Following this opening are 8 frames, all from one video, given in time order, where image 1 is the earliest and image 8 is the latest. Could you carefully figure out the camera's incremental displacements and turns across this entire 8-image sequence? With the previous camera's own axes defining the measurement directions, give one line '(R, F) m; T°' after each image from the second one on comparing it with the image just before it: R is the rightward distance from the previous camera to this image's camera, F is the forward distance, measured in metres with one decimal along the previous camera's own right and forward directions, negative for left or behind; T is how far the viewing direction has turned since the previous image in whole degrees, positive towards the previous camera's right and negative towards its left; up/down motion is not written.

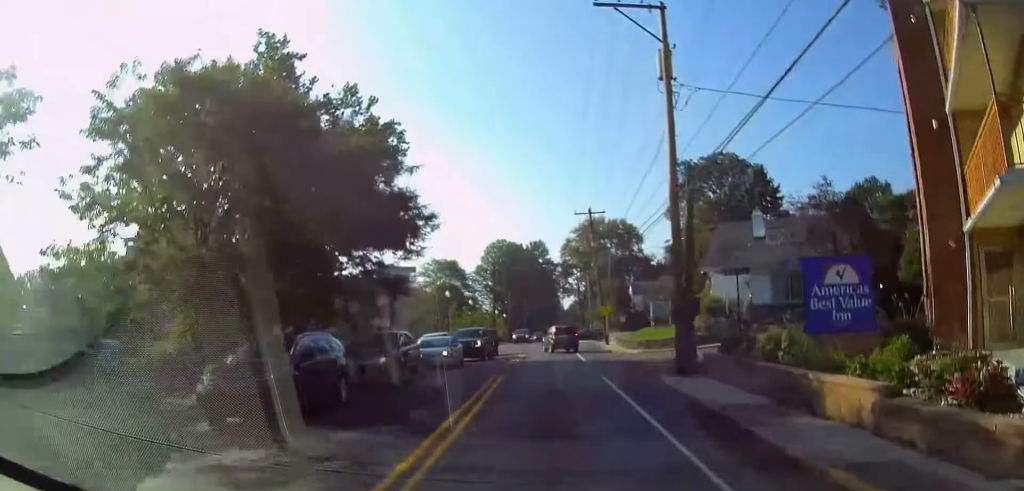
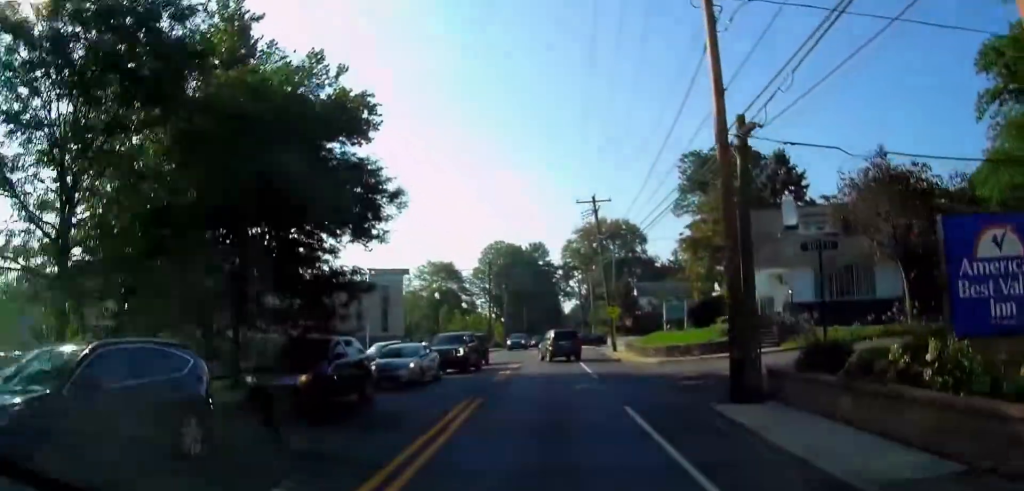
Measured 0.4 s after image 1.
(0.0, +6.9) m; 0°
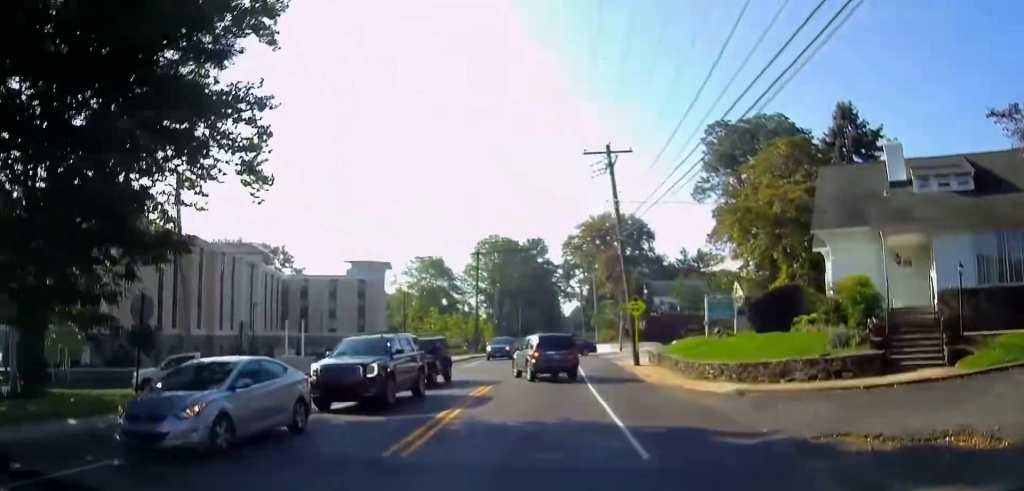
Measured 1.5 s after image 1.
(0.0, +16.4) m; 0°
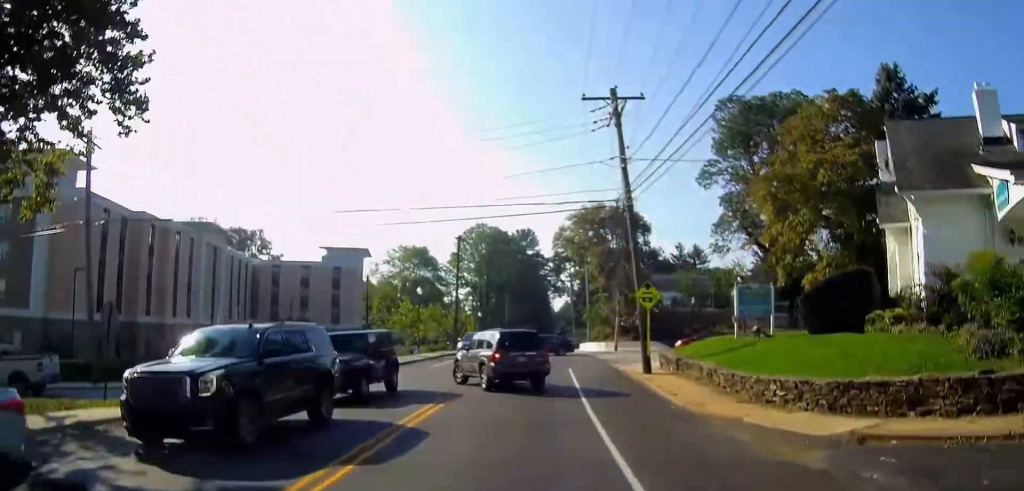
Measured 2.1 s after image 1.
(0.0, +9.2) m; 0°
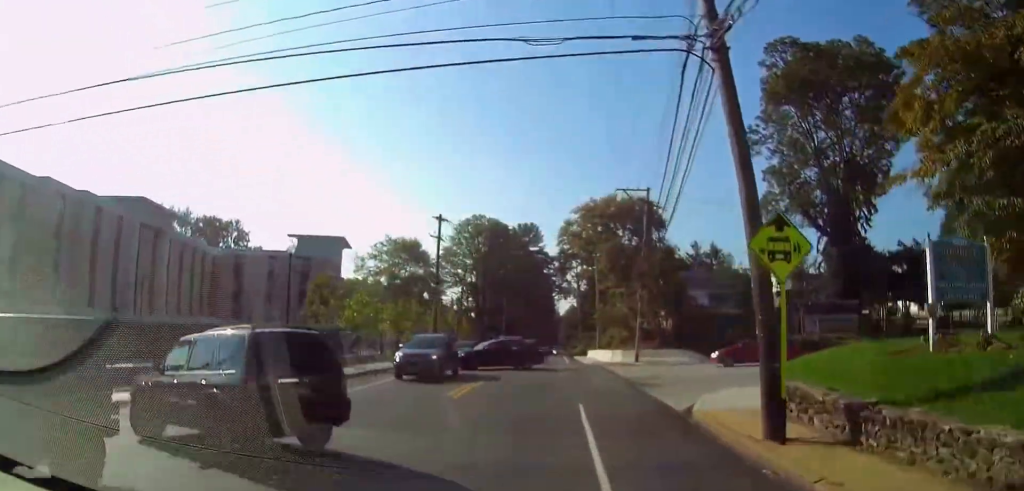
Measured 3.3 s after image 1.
(-0.1, +15.4) m; 0°
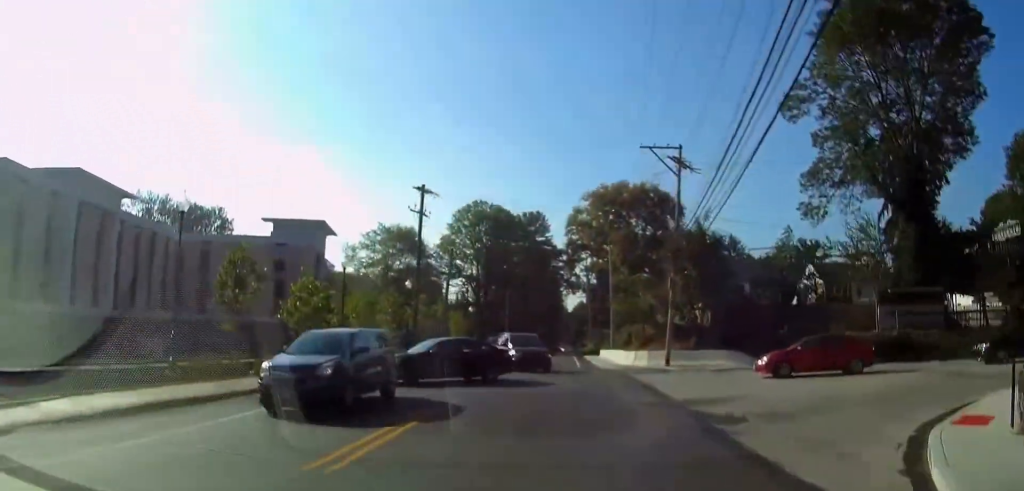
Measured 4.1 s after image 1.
(+0.2, +9.5) m; +1°
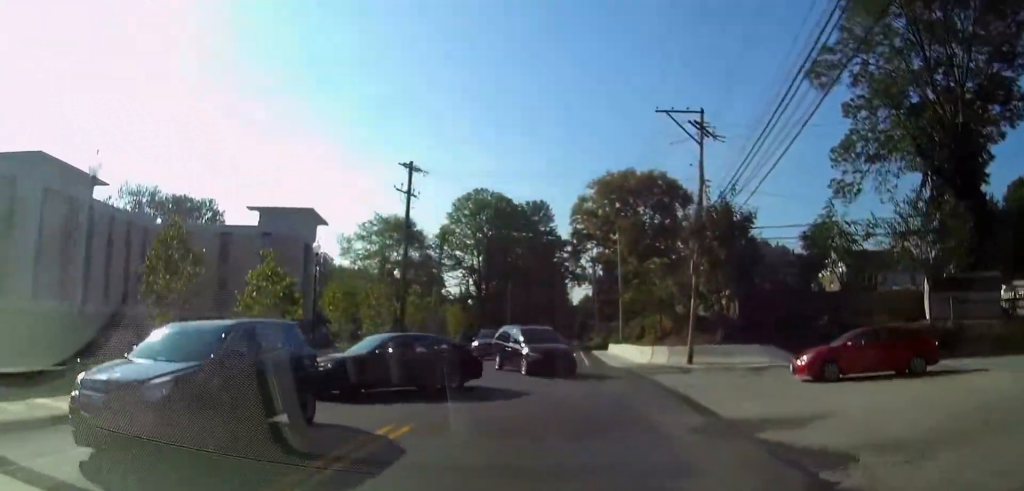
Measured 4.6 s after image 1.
(0.0, +4.6) m; 0°
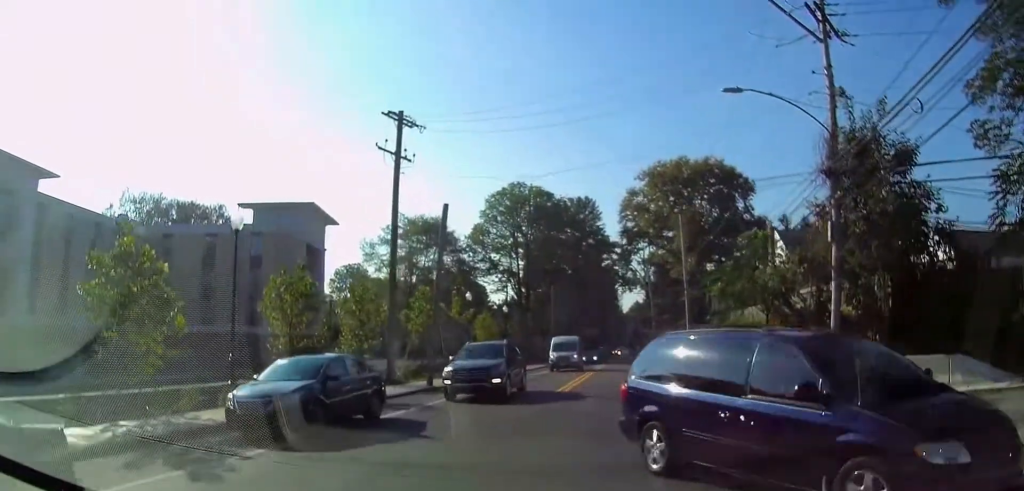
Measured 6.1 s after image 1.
(-0.3, +15.4) m; -2°
